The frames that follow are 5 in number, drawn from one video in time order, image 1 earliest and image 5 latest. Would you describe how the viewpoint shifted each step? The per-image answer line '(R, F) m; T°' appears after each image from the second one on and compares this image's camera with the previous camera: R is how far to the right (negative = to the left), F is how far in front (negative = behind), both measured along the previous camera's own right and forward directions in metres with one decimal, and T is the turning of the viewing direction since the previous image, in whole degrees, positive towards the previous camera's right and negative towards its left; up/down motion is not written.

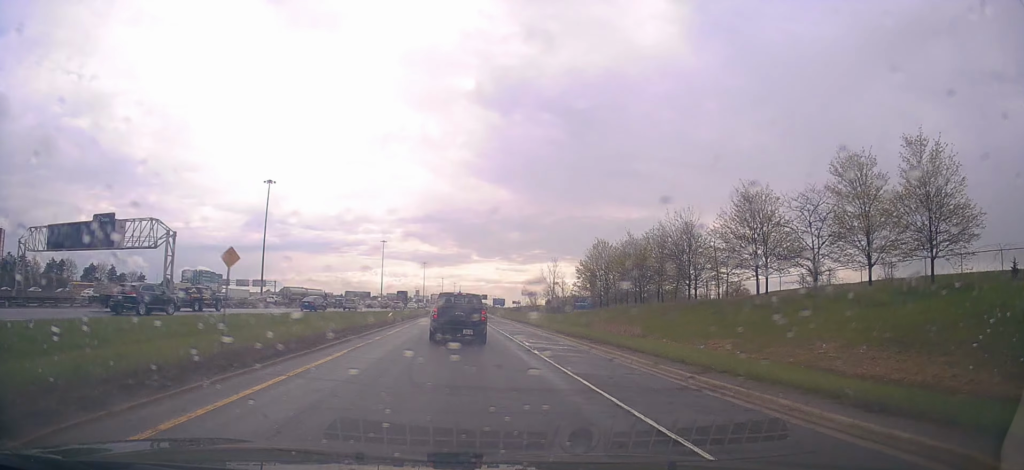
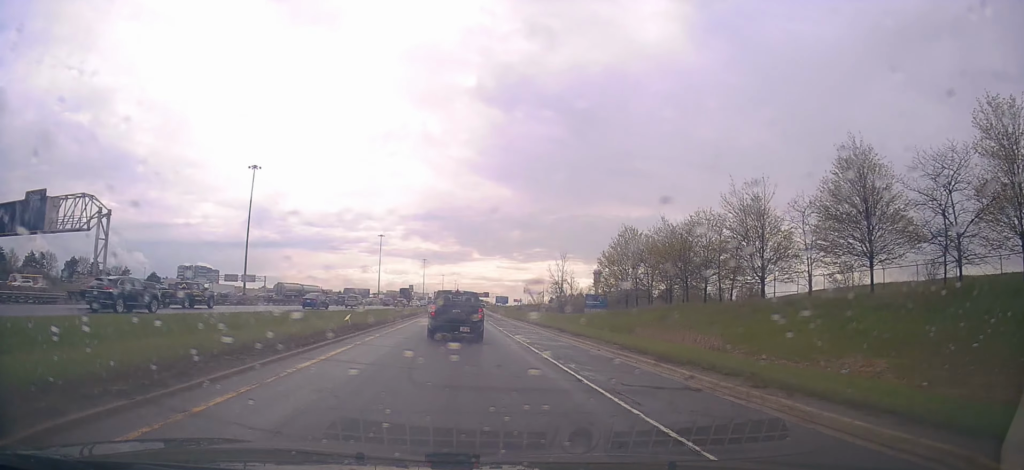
(-0.4, +12.8) m; -1°
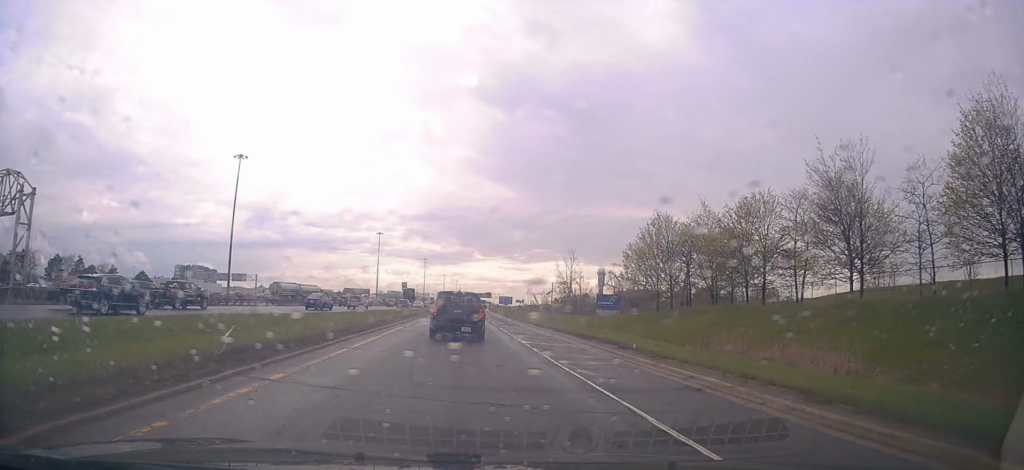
(+0.2, +10.7) m; +2°
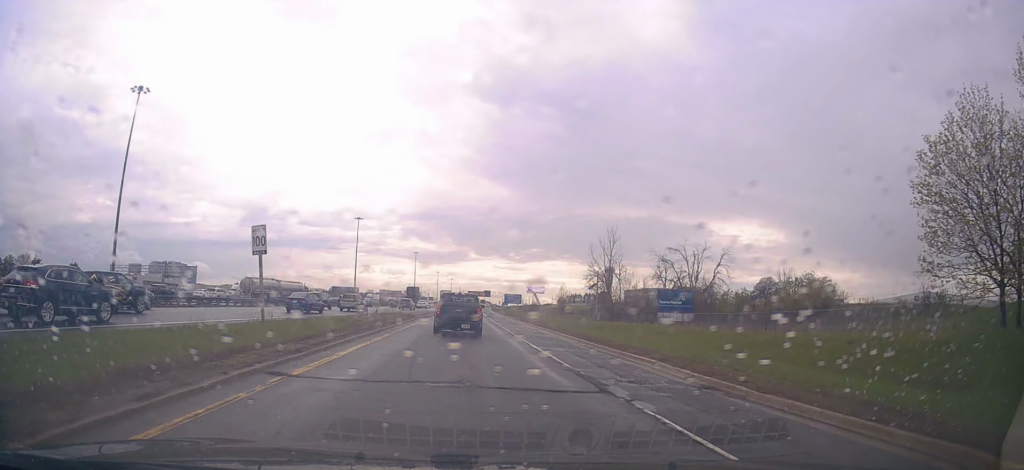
(-0.9, +43.9) m; -1°
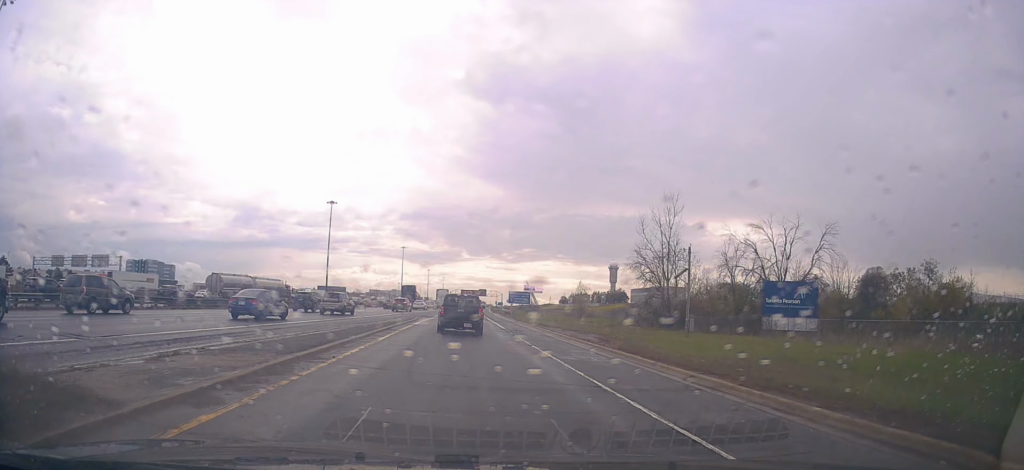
(-0.1, +35.1) m; 0°
